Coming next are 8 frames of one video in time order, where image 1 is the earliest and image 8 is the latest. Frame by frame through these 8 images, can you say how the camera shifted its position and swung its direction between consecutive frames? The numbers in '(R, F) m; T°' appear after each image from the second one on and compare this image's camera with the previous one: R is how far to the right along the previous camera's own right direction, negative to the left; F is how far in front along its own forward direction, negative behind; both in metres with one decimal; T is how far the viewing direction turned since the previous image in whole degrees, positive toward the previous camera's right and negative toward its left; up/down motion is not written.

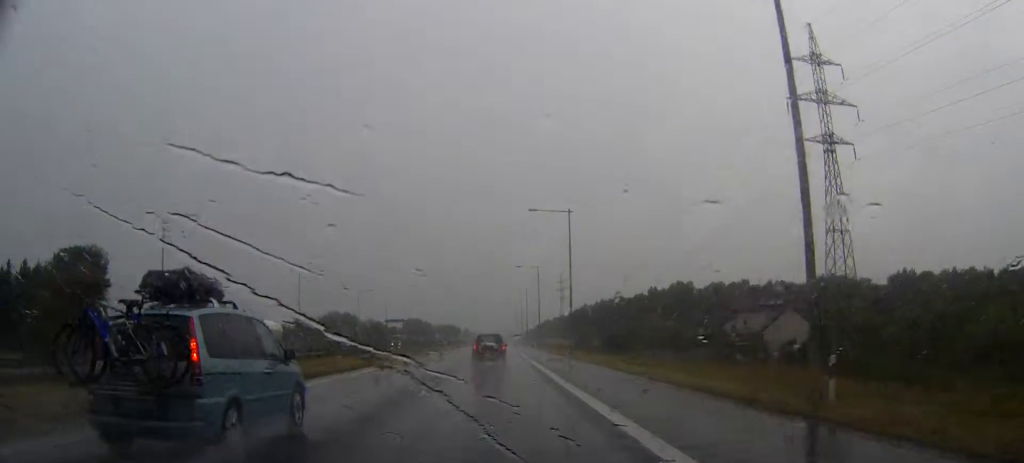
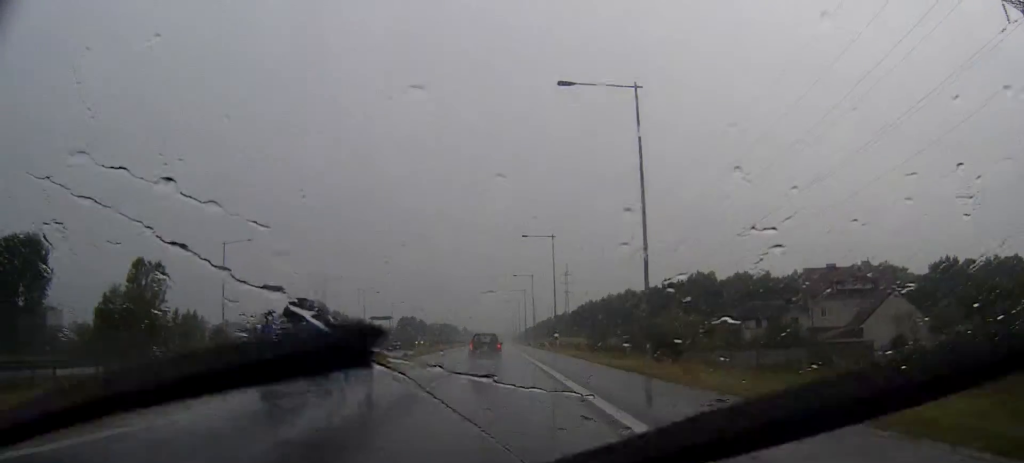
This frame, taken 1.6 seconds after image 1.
(-0.1, +31.6) m; 0°
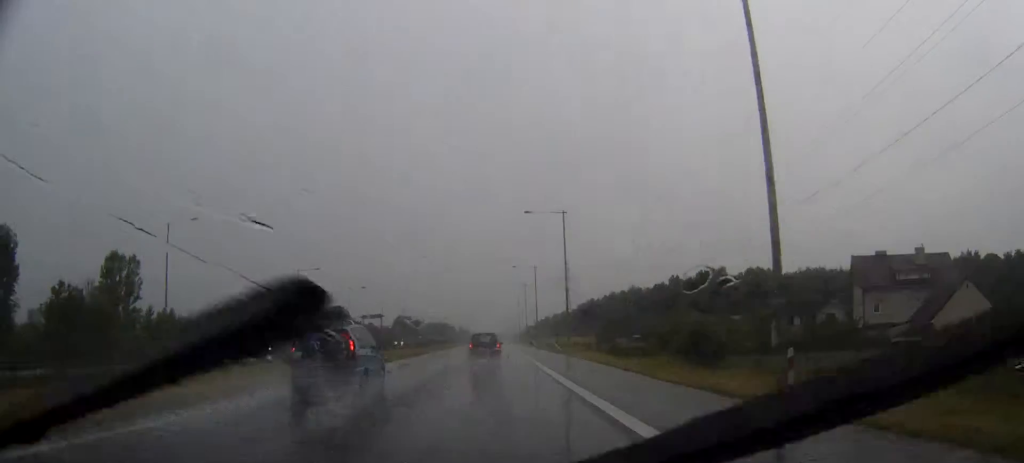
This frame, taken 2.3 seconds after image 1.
(+0.1, +14.7) m; 0°
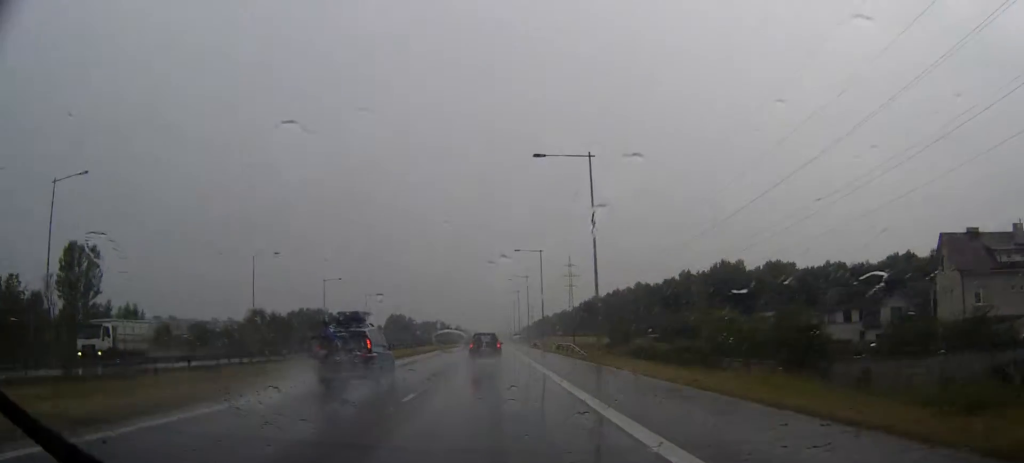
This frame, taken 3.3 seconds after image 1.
(0.0, +20.3) m; 0°
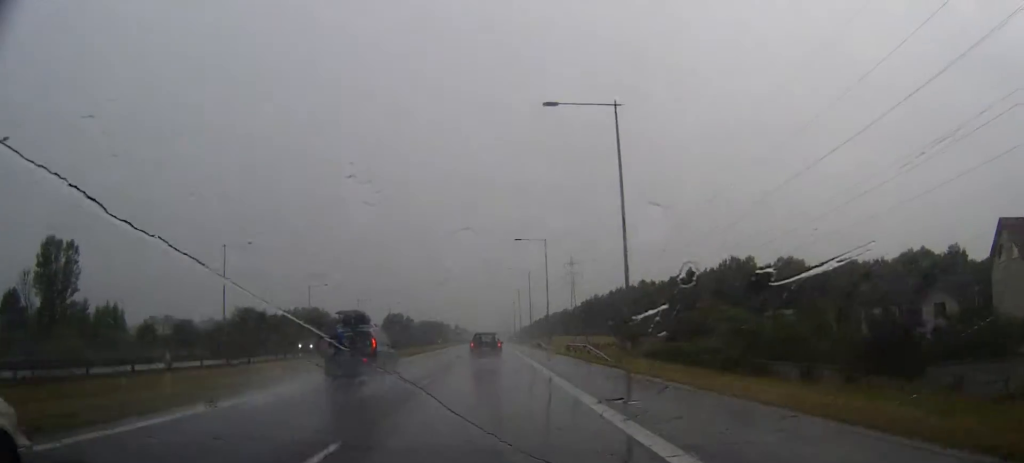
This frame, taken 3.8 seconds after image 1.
(0.0, +10.3) m; 0°
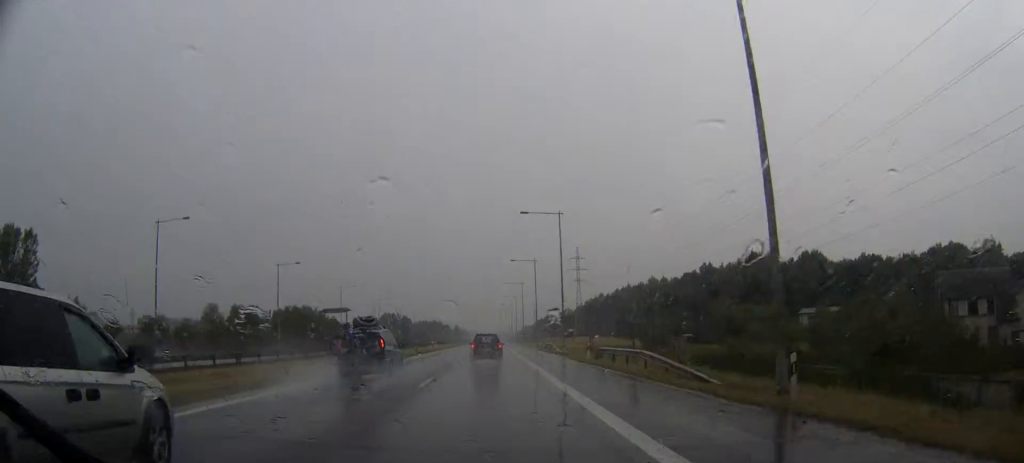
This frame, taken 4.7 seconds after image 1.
(0.0, +17.9) m; 0°
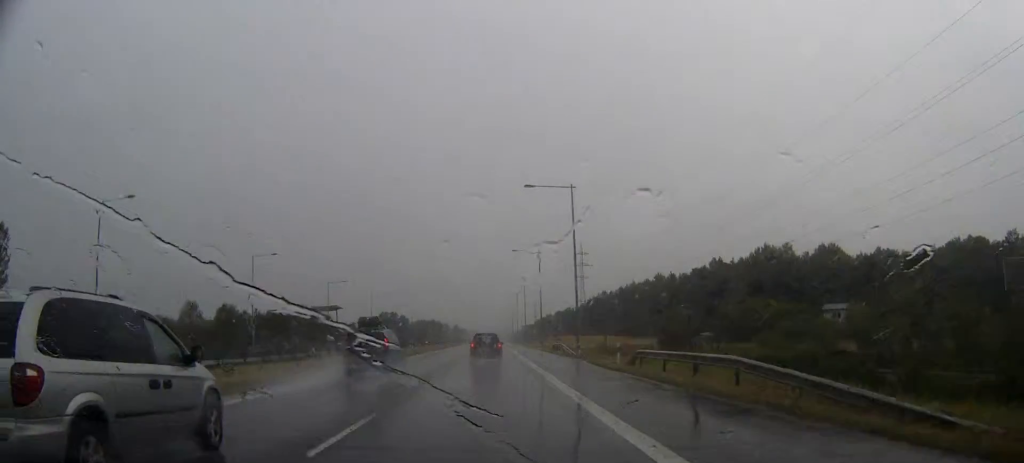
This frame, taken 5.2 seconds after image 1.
(-0.1, +11.1) m; 0°
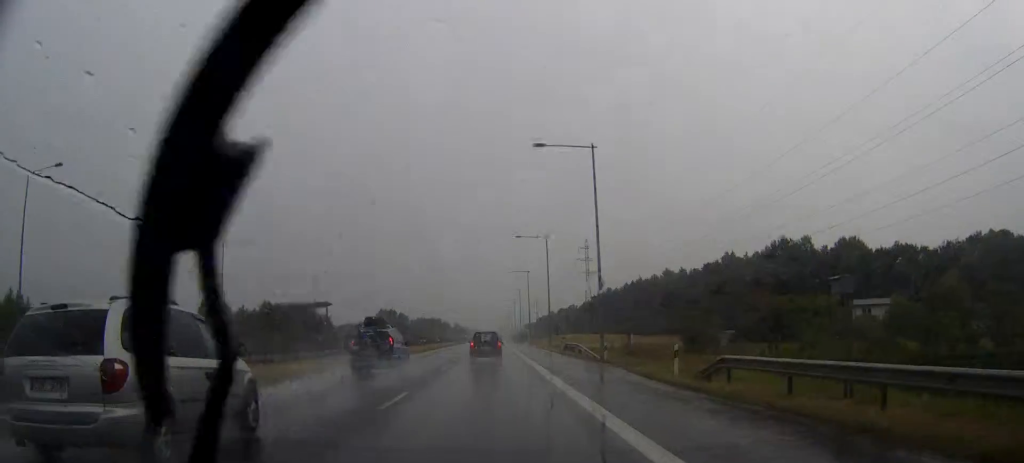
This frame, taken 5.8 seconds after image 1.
(0.0, +11.2) m; 0°
